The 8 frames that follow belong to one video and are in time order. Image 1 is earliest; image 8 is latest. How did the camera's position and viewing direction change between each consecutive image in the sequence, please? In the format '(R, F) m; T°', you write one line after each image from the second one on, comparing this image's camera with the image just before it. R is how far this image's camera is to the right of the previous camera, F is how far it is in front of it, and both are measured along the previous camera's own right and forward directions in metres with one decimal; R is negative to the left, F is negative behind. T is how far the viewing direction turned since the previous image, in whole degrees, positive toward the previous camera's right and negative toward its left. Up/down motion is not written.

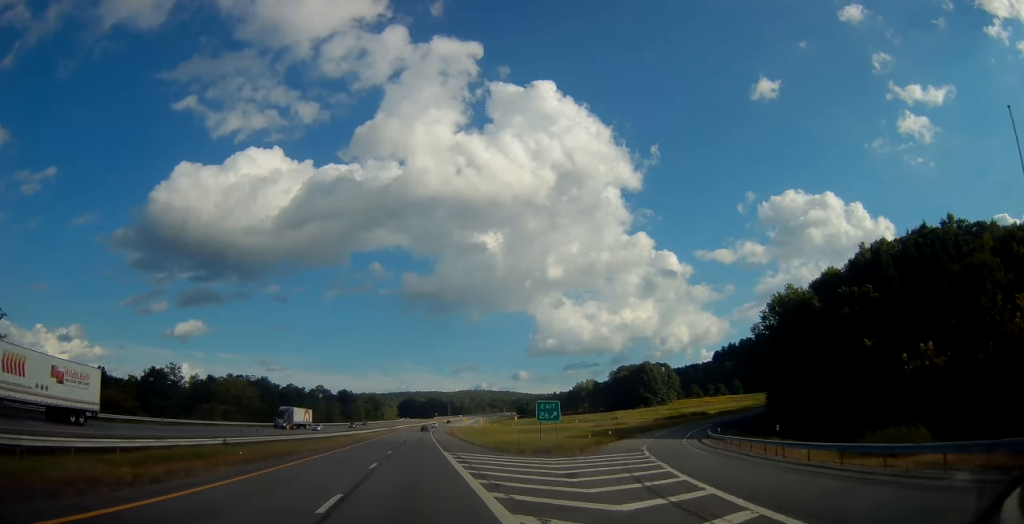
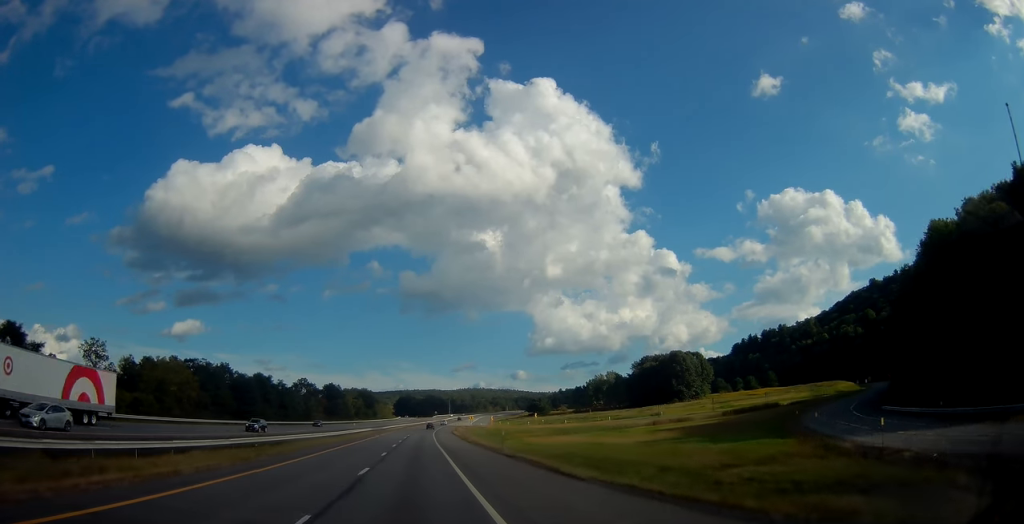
(-0.1, +40.4) m; +1°
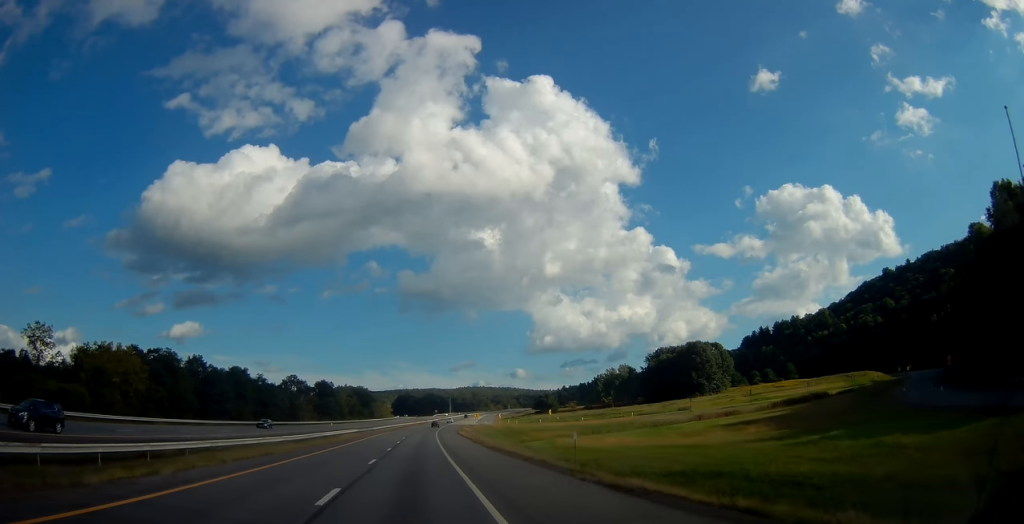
(+0.3, +20.1) m; 0°
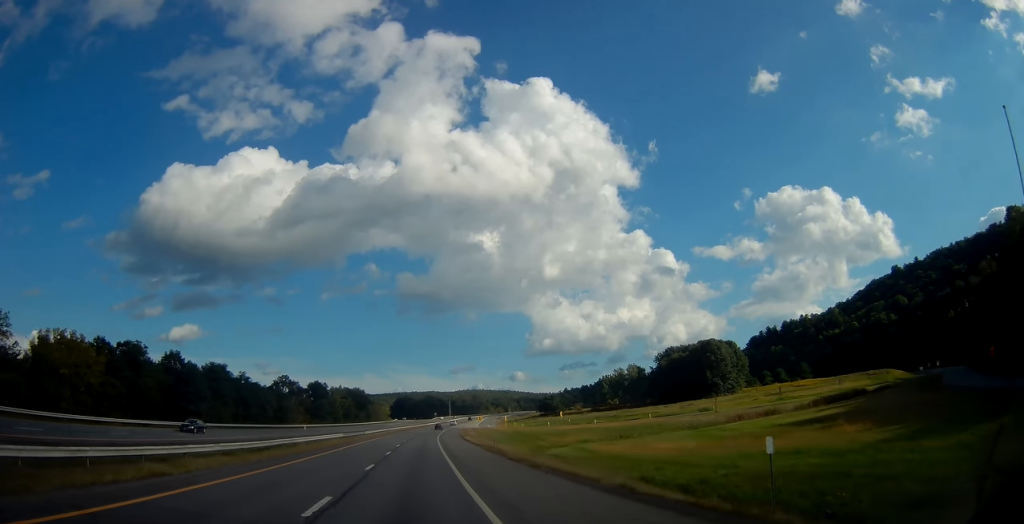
(-0.1, +13.4) m; 0°
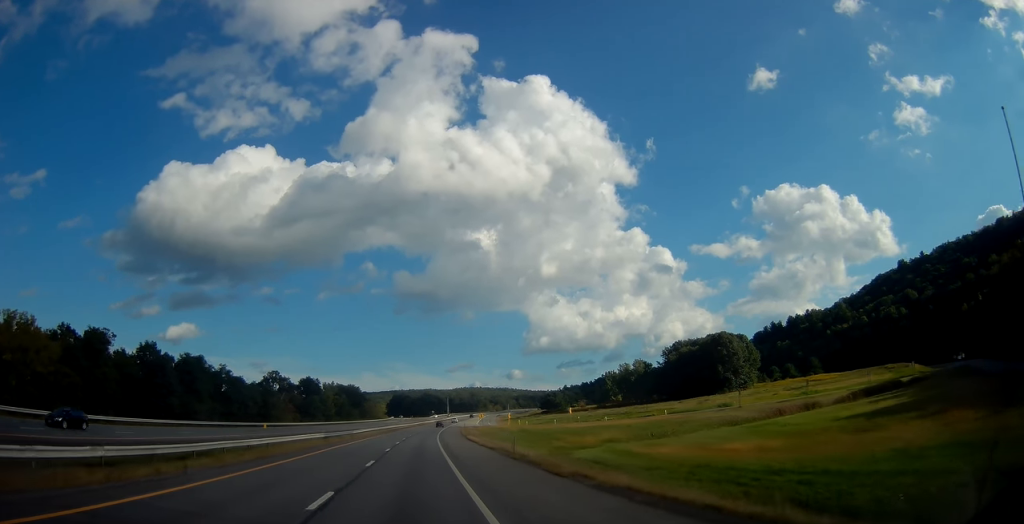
(-0.1, +11.5) m; 0°
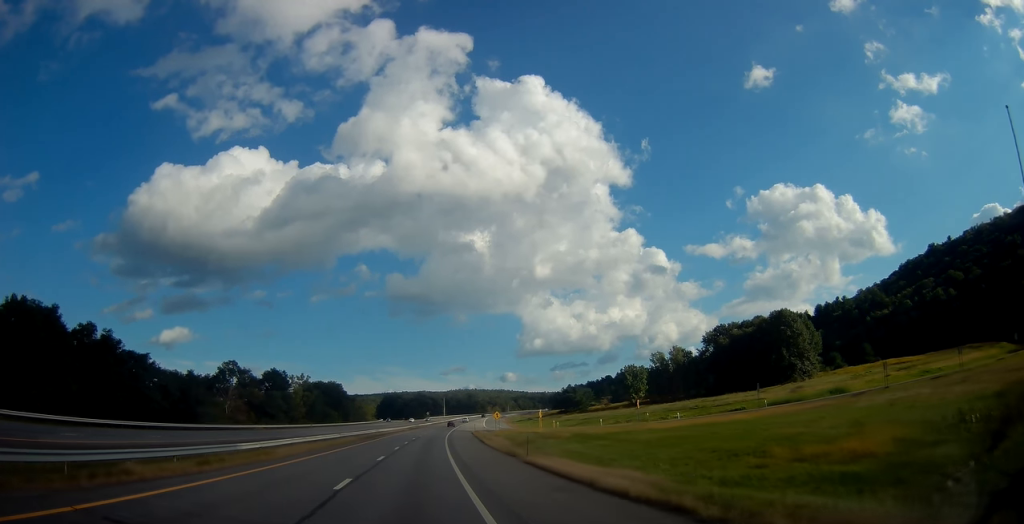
(+0.3, +45.1) m; +1°
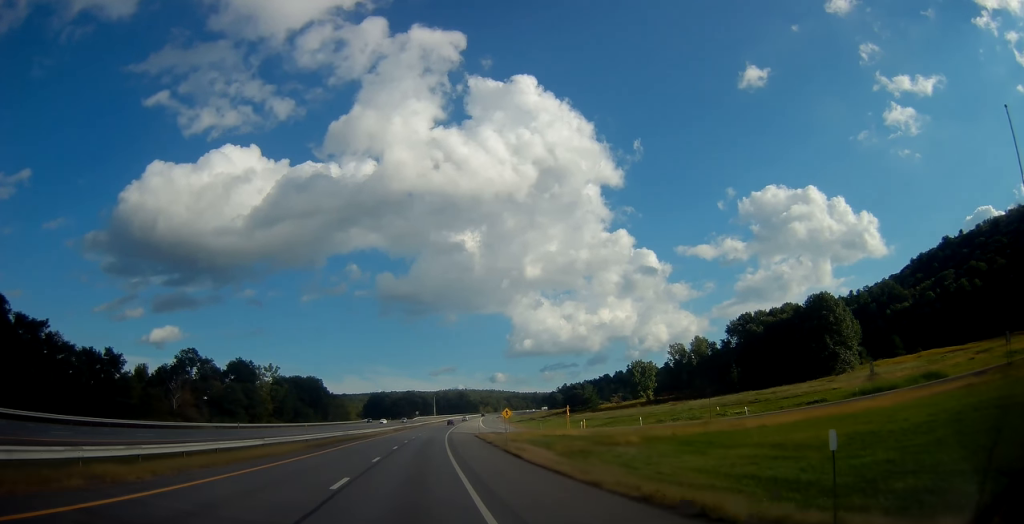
(+0.1, +25.8) m; +1°
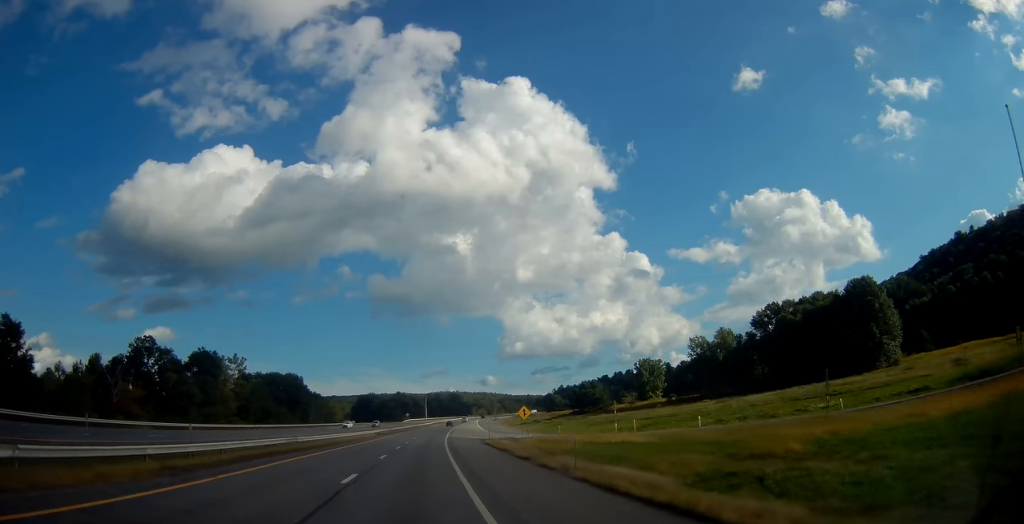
(+0.3, +22.0) m; +1°
